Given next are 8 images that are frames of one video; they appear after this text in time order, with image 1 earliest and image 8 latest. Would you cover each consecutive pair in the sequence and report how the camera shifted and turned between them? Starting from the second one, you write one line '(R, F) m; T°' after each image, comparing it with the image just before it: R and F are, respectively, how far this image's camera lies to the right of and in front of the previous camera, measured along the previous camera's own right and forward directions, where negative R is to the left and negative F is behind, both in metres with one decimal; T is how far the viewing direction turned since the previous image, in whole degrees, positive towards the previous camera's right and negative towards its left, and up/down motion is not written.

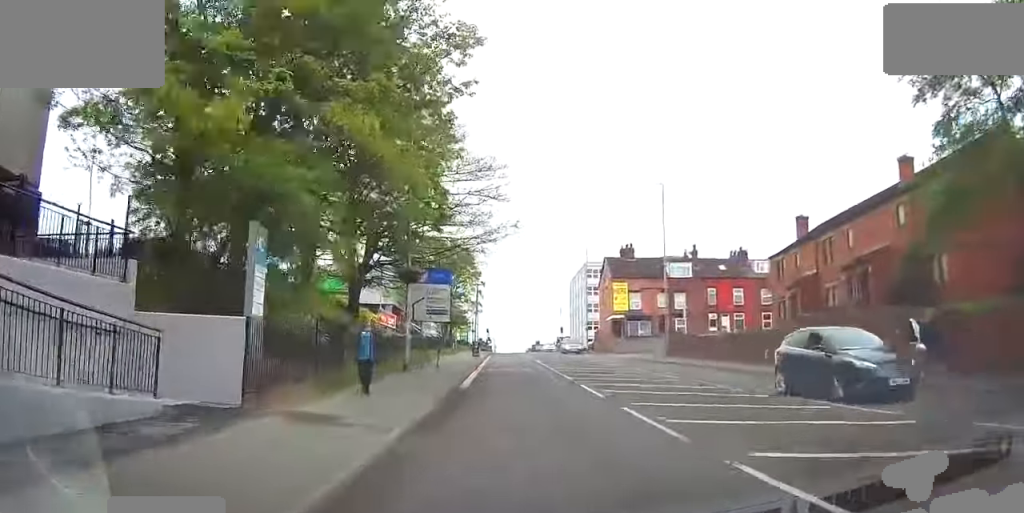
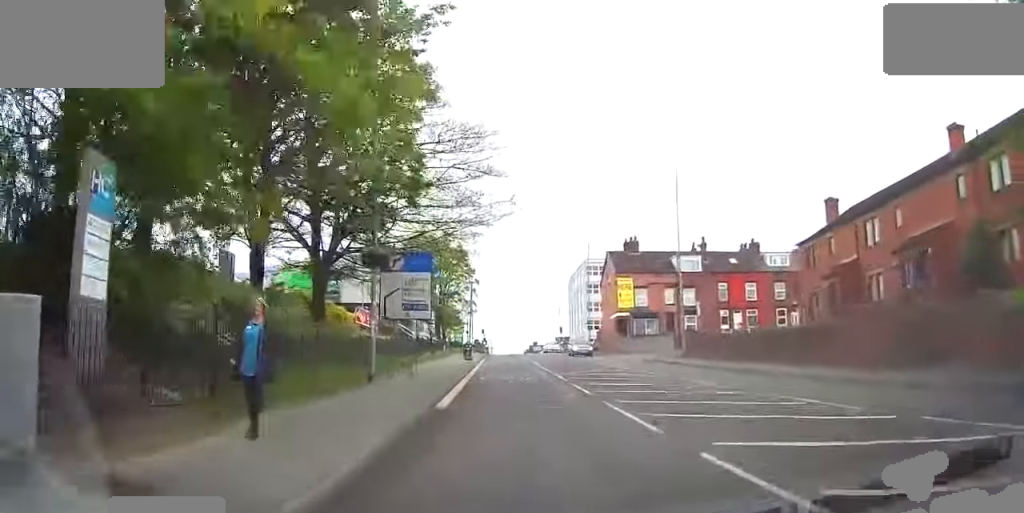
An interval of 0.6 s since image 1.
(0.0, +5.3) m; -1°
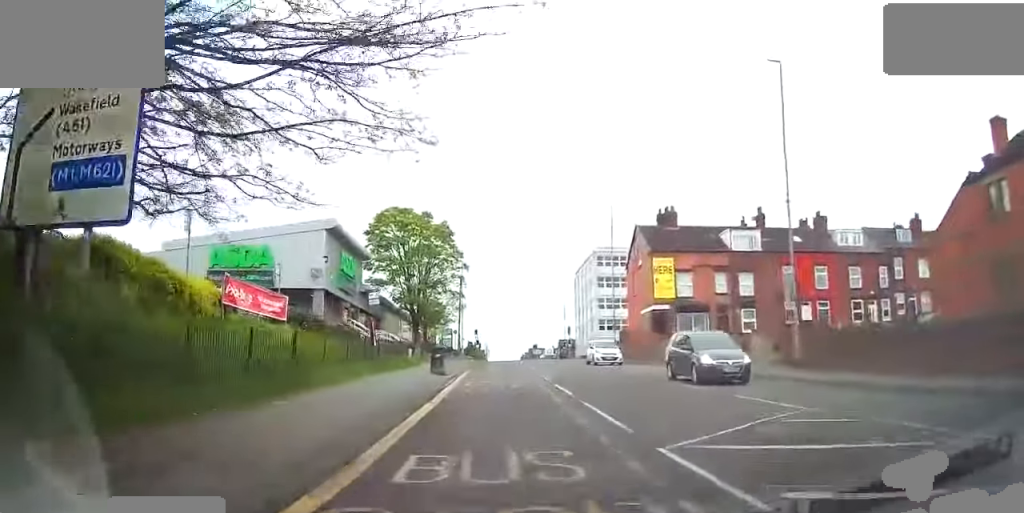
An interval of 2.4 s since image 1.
(-0.4, +17.7) m; -3°
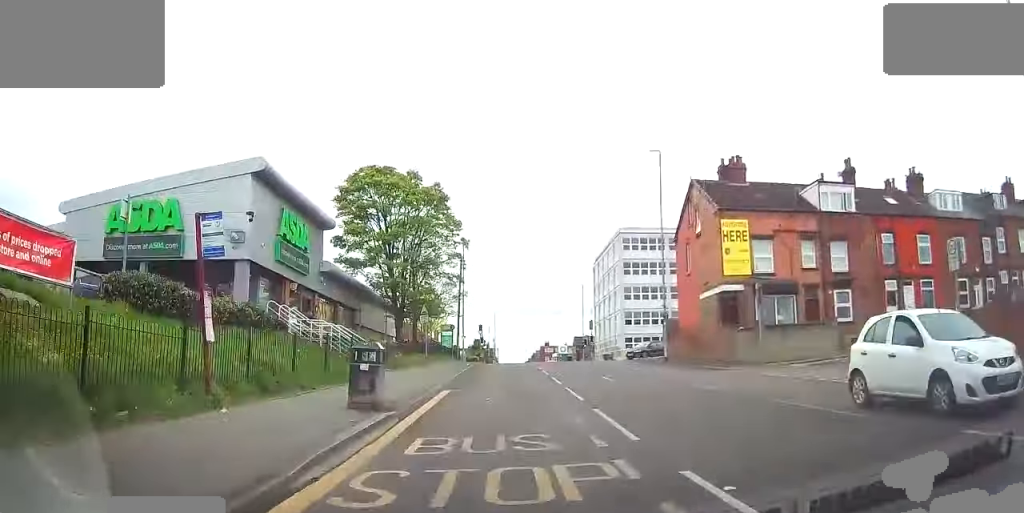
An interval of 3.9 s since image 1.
(-0.2, +14.1) m; 0°
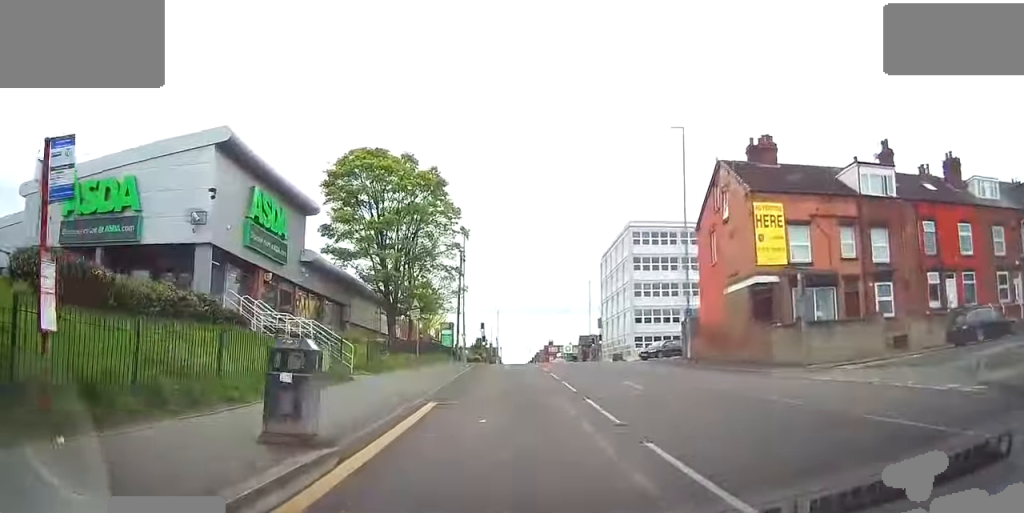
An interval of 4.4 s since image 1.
(+0.2, +4.3) m; 0°
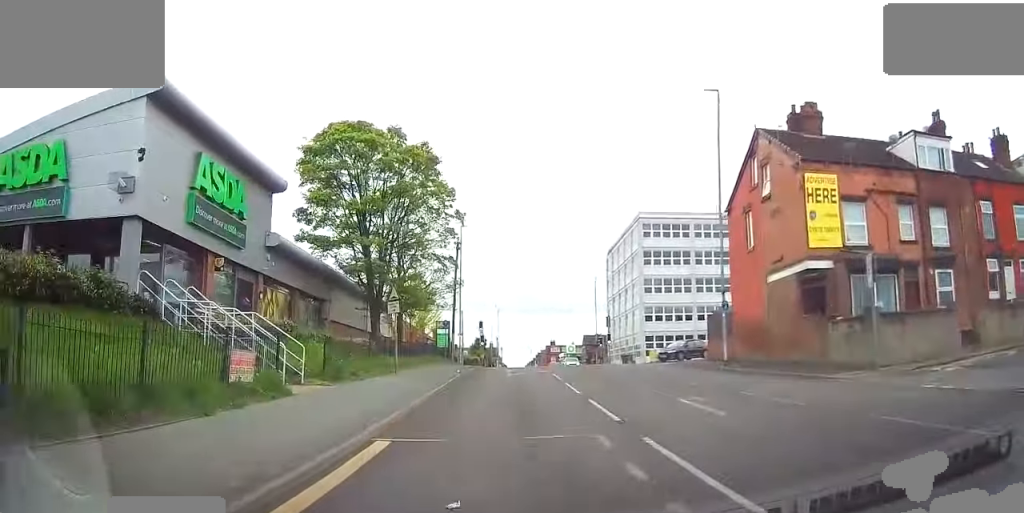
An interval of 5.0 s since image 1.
(-0.1, +5.5) m; -1°
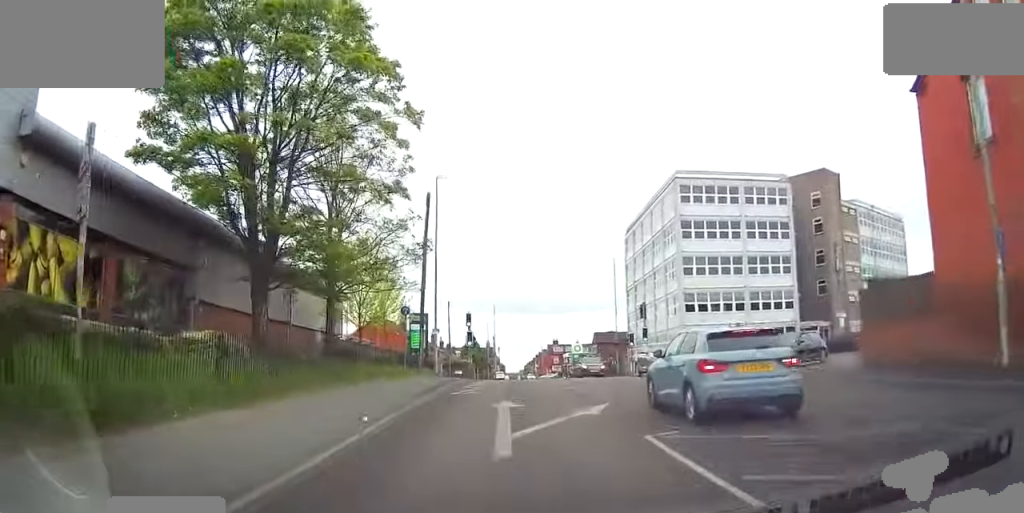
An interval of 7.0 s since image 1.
(-0.7, +18.0) m; -4°
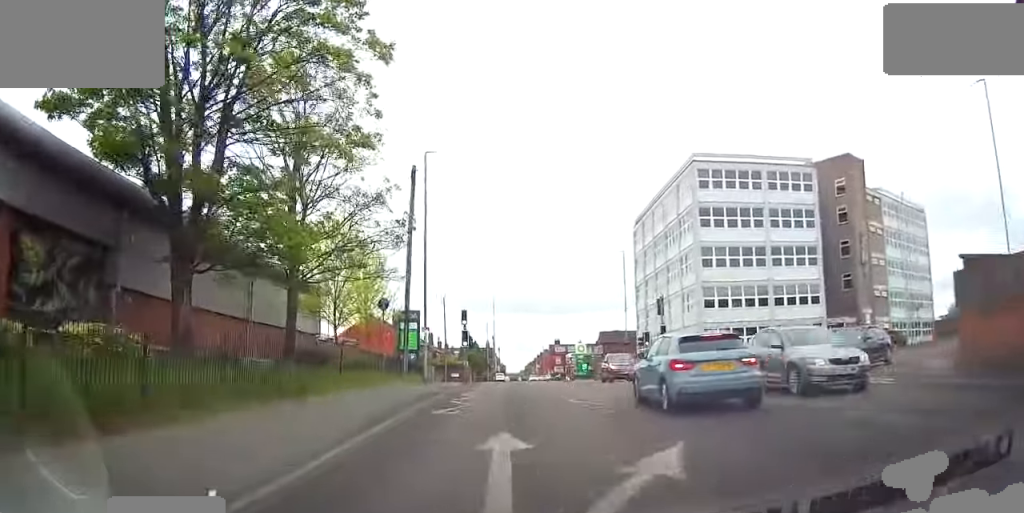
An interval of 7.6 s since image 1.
(-0.1, +5.4) m; 0°
